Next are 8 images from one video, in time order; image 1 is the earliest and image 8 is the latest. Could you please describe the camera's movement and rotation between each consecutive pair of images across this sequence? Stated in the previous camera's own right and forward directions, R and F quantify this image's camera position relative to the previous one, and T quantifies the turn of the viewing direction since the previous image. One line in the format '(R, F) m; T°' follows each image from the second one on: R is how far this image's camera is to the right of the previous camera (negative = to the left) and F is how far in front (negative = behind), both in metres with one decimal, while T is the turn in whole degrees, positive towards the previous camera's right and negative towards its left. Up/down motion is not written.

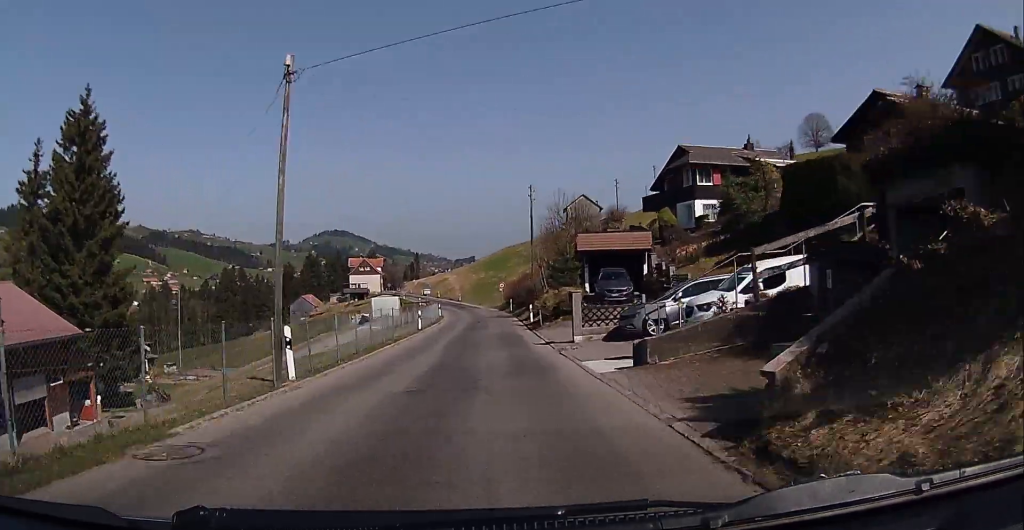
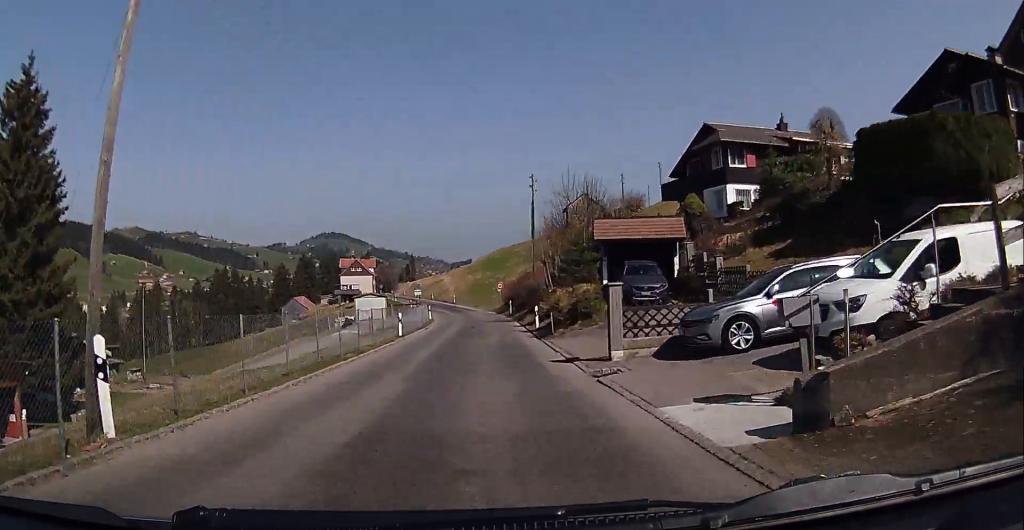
(+0.2, +6.7) m; 0°
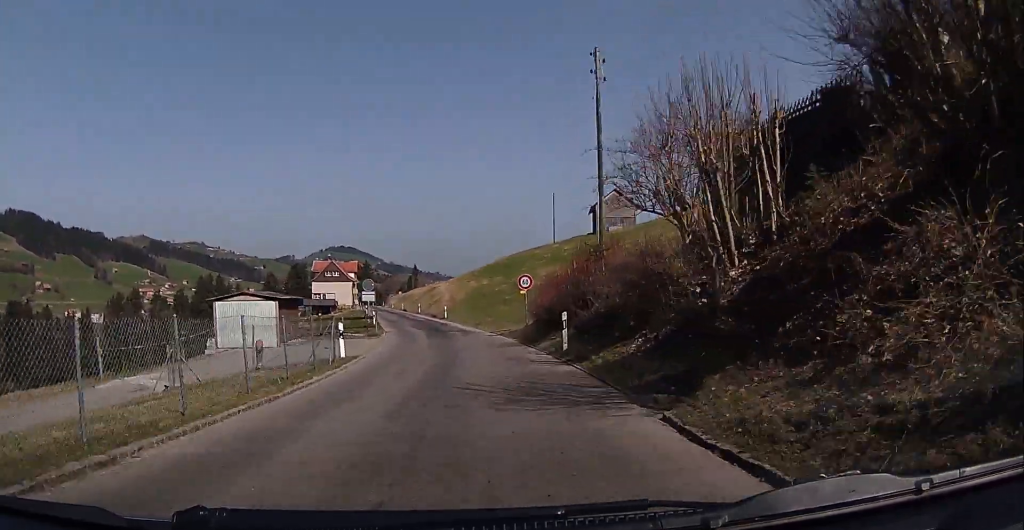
(-0.2, +32.9) m; 0°
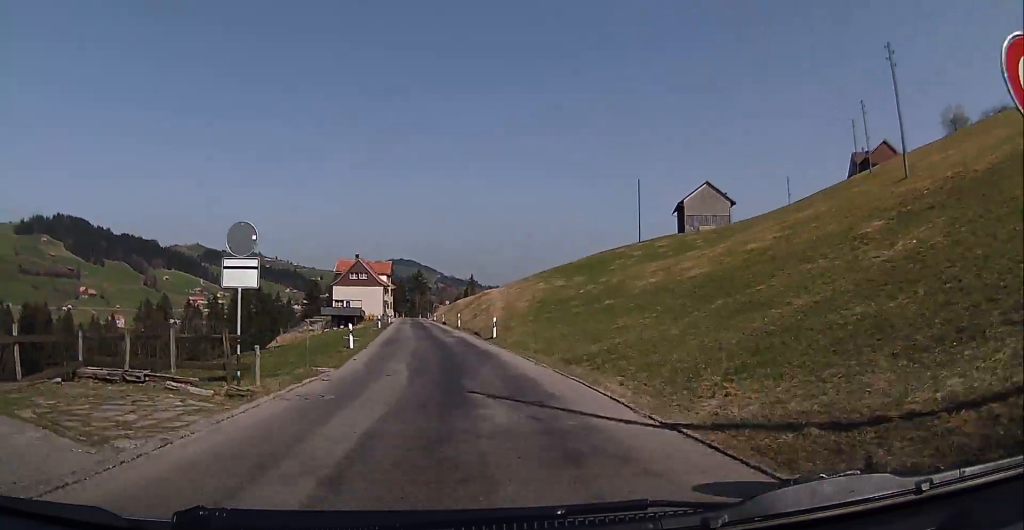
(-0.1, +26.2) m; -2°
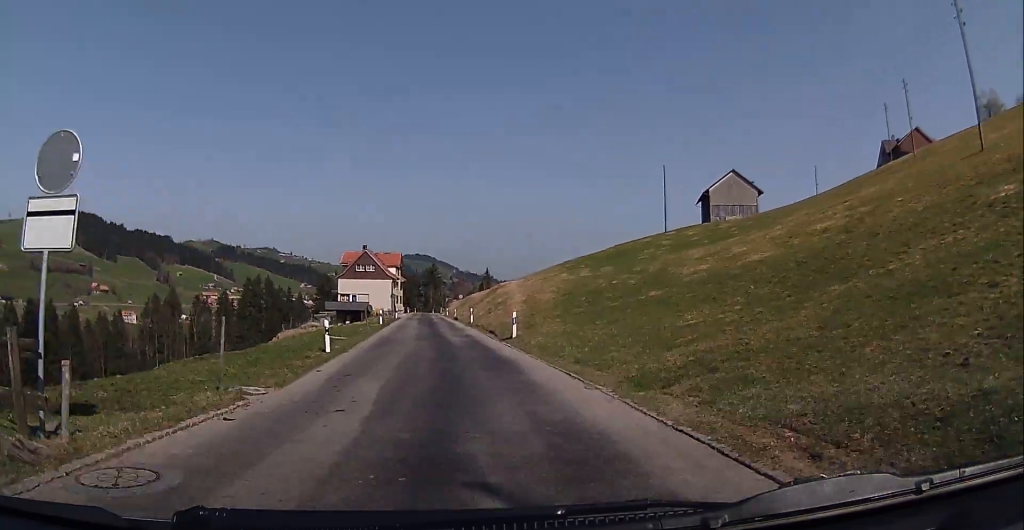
(+0.1, +6.3) m; -2°
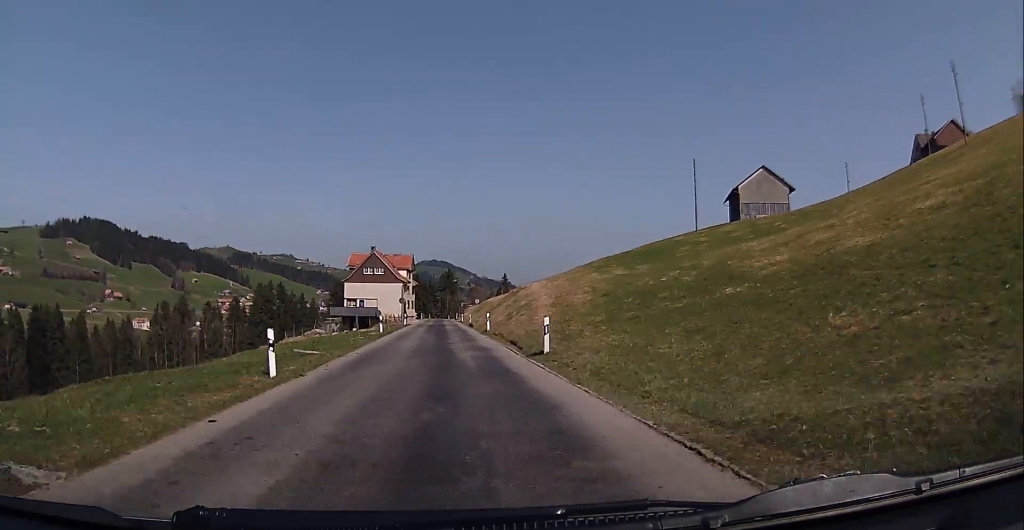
(-0.2, +6.8) m; -2°
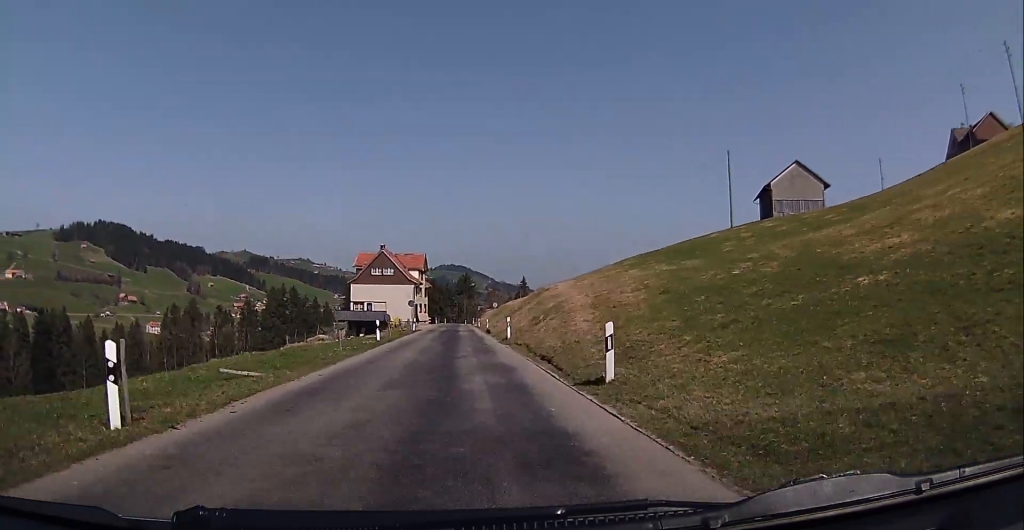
(-0.1, +6.8) m; -2°
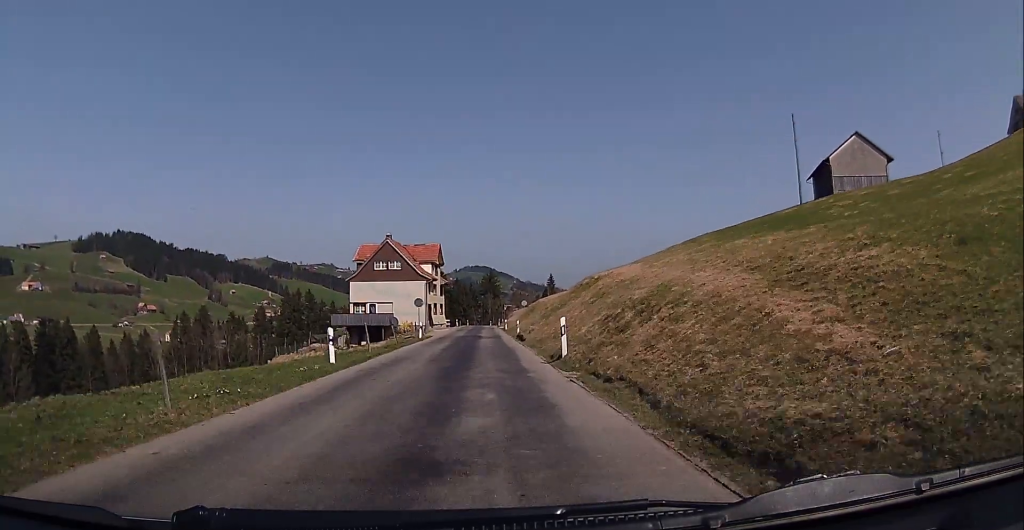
(-0.6, +13.5) m; -2°
